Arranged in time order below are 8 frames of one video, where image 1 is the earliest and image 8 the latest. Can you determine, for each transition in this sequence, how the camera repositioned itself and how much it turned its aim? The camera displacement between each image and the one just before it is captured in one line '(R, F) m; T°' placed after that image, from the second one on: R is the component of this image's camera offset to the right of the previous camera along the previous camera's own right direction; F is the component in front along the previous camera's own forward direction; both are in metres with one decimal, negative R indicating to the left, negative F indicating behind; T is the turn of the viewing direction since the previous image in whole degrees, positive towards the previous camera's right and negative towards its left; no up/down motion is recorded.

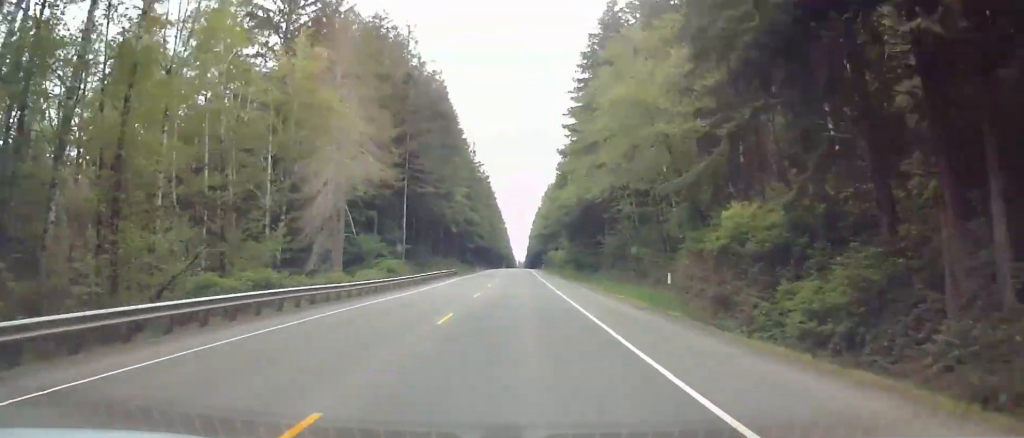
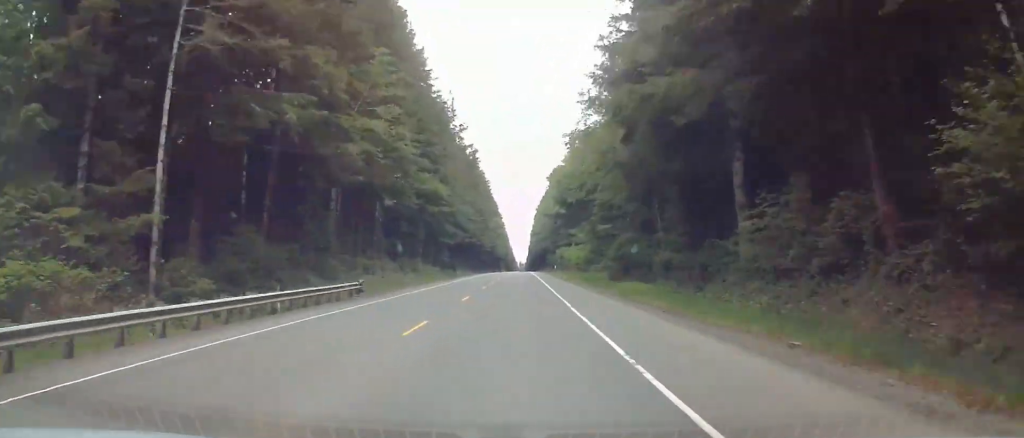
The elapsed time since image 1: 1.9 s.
(-0.7, +53.2) m; -1°
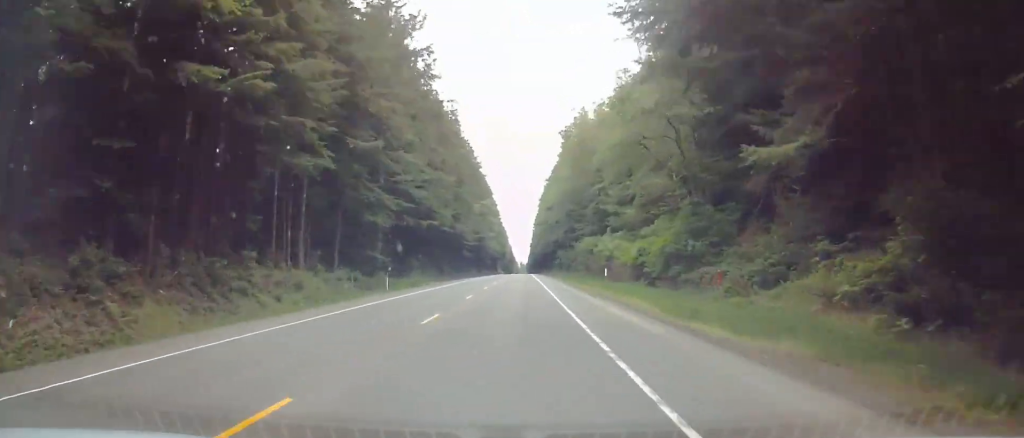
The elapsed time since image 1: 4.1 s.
(+0.1, +59.6) m; 0°
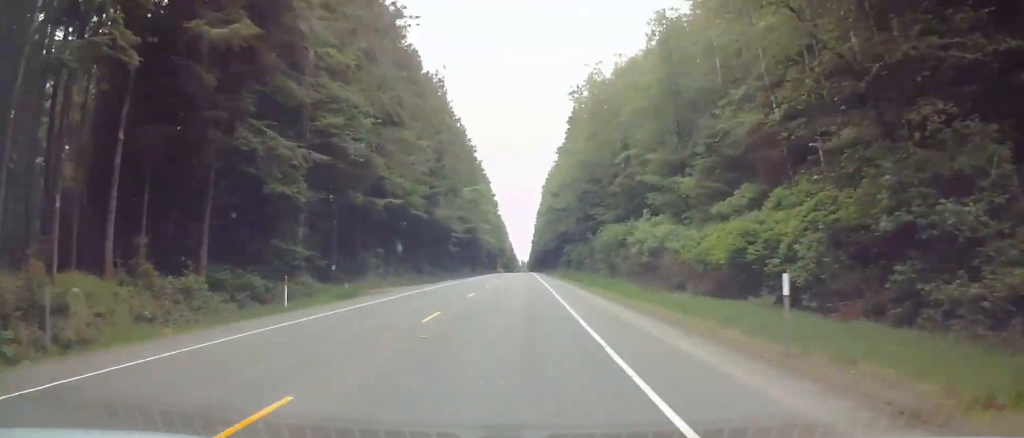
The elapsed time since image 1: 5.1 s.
(0.0, +25.0) m; 0°
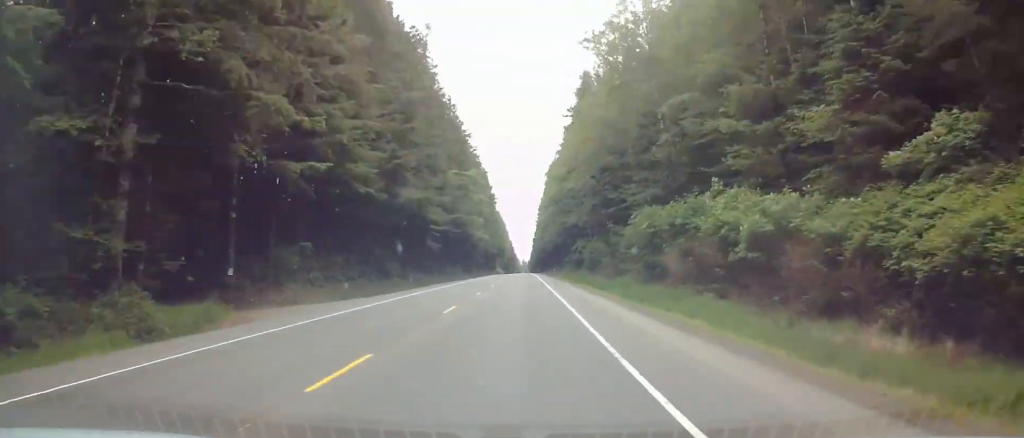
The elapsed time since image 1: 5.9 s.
(0.0, +21.3) m; 0°
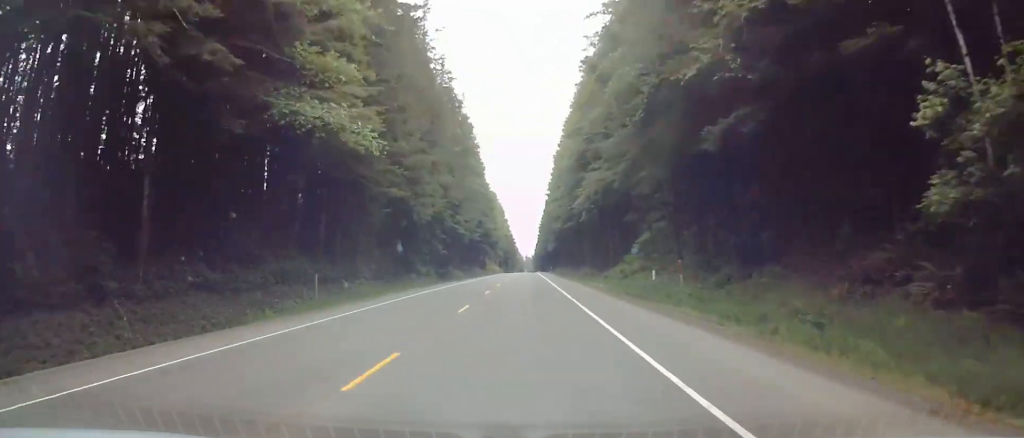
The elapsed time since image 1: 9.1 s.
(-0.4, +86.7) m; 0°
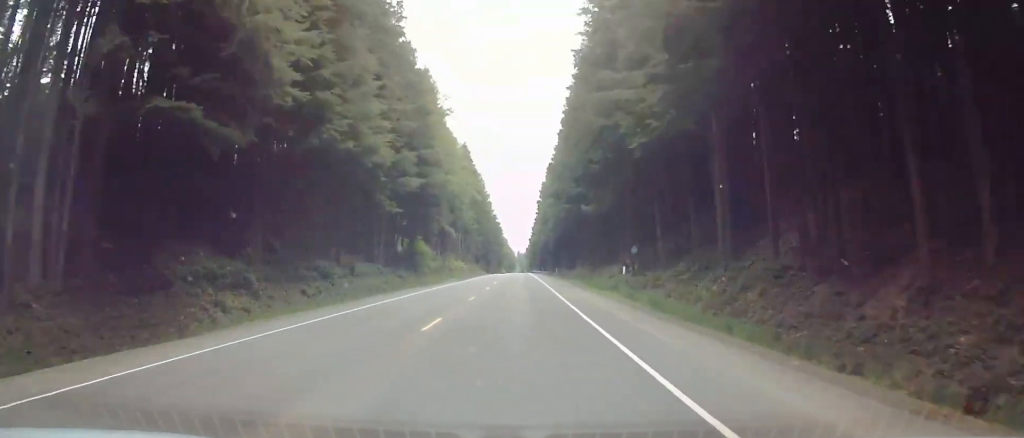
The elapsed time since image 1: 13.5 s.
(+0.8, +118.2) m; 0°
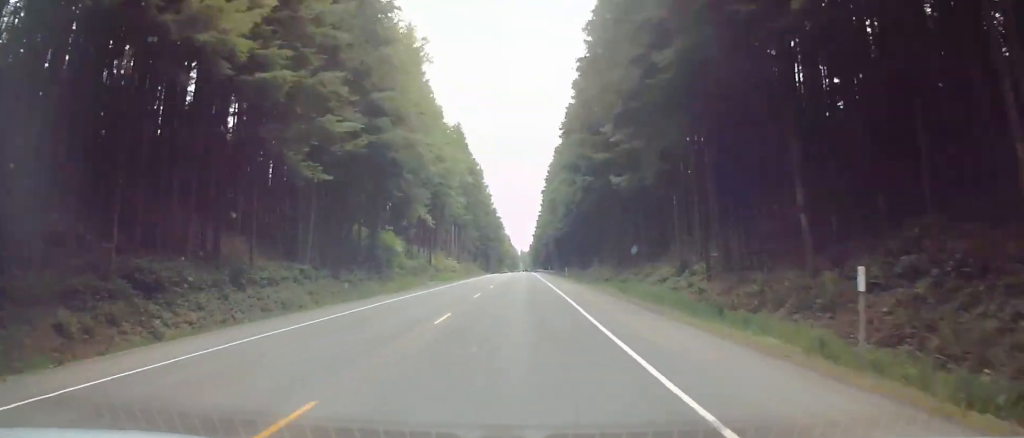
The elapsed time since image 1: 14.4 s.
(0.0, +23.5) m; 0°
